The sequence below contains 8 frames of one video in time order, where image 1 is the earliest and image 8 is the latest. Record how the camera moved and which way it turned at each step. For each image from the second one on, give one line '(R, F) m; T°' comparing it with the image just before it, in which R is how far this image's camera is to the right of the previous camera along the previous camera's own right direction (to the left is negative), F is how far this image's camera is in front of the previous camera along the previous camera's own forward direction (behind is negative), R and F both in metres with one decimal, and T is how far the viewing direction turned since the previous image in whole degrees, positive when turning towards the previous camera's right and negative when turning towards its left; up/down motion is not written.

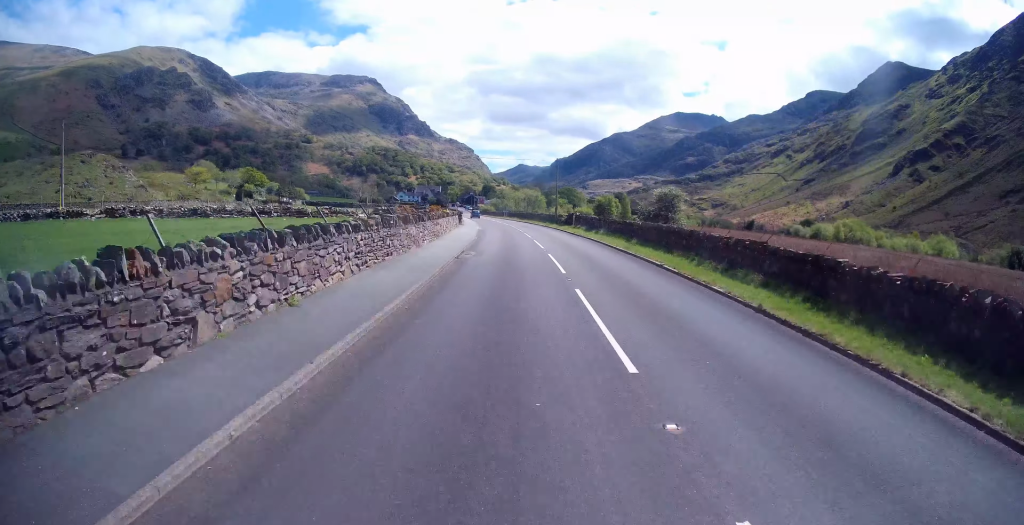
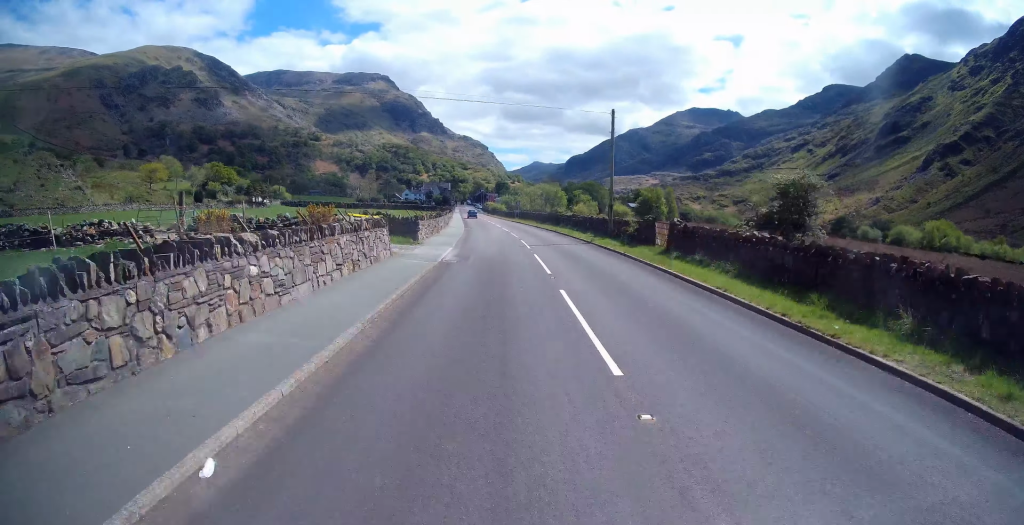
(+0.3, +27.1) m; 0°
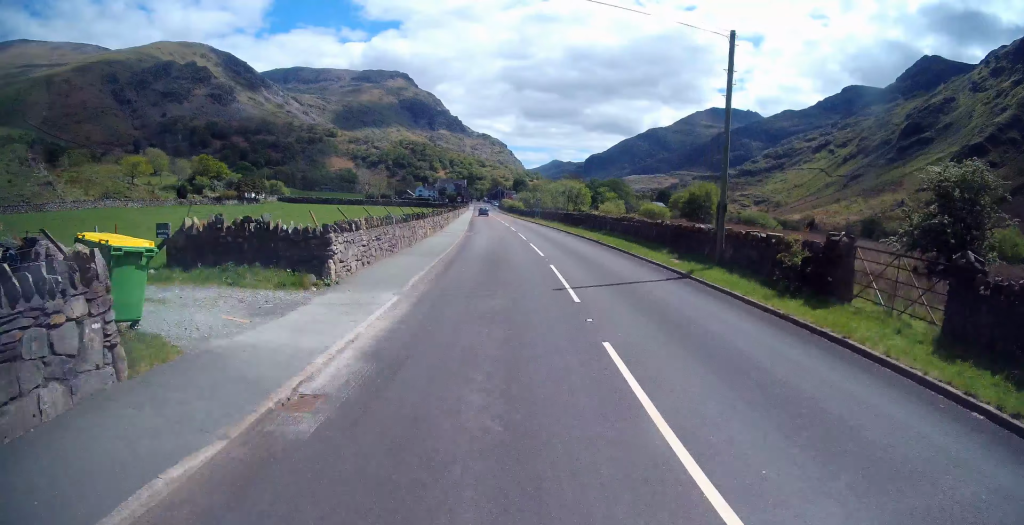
(0.0, +13.7) m; -1°
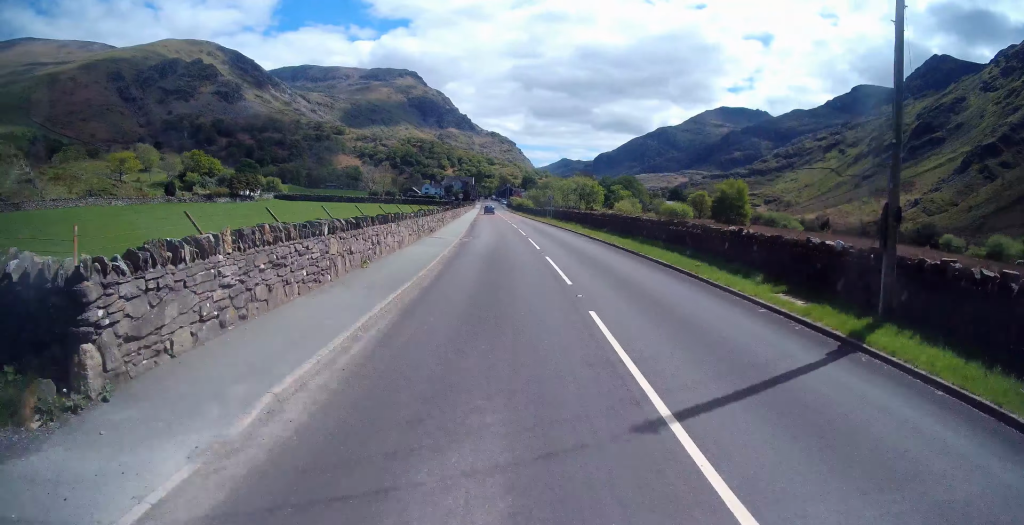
(-0.1, +7.2) m; -1°
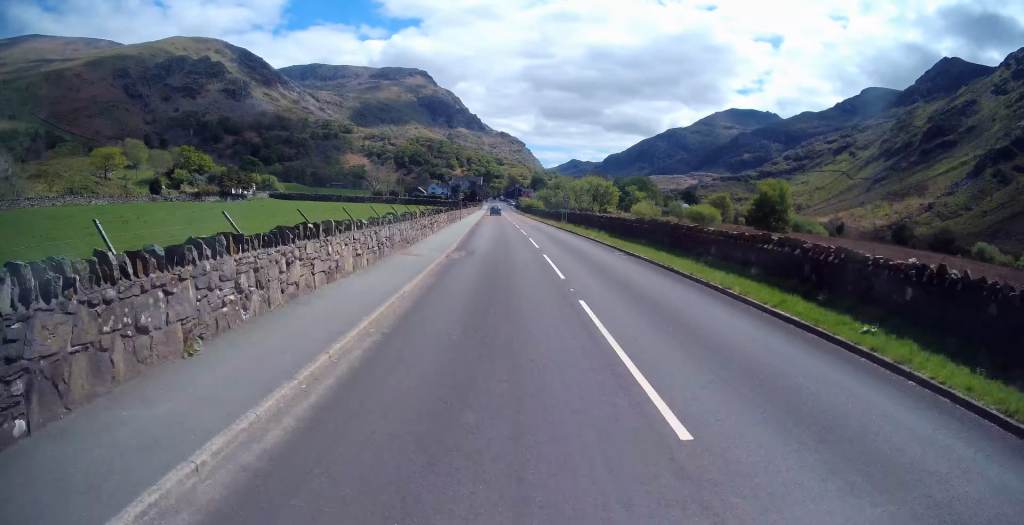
(0.0, +7.8) m; -1°
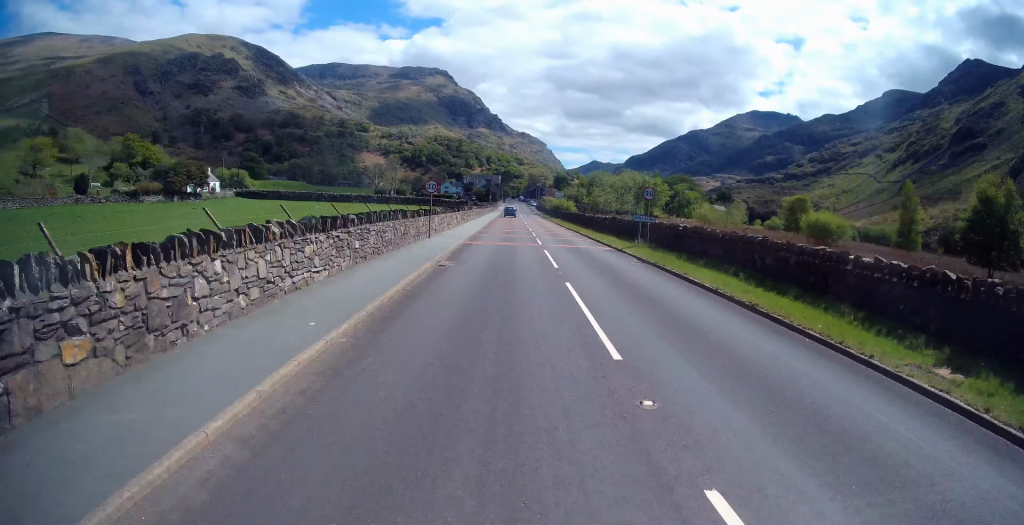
(-0.8, +25.7) m; -4°
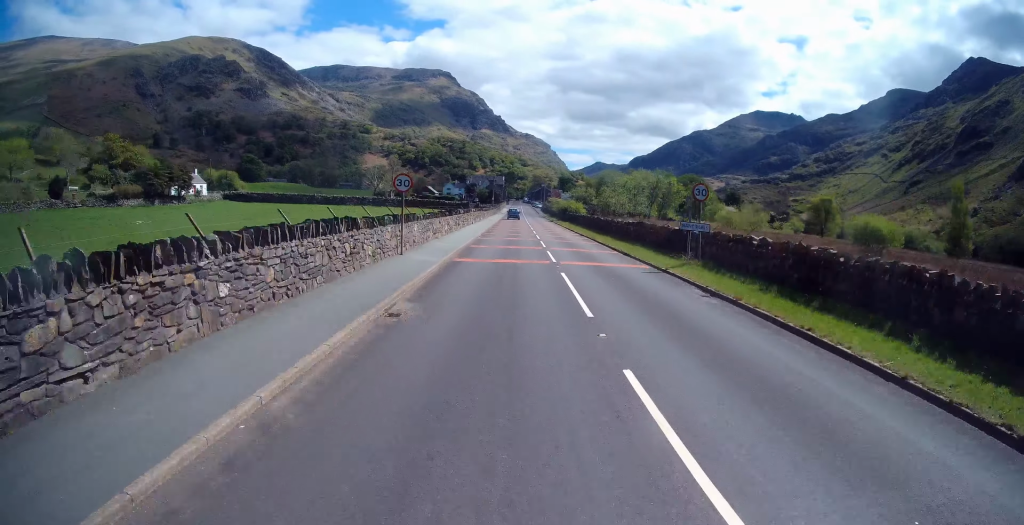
(0.0, +6.6) m; -1°
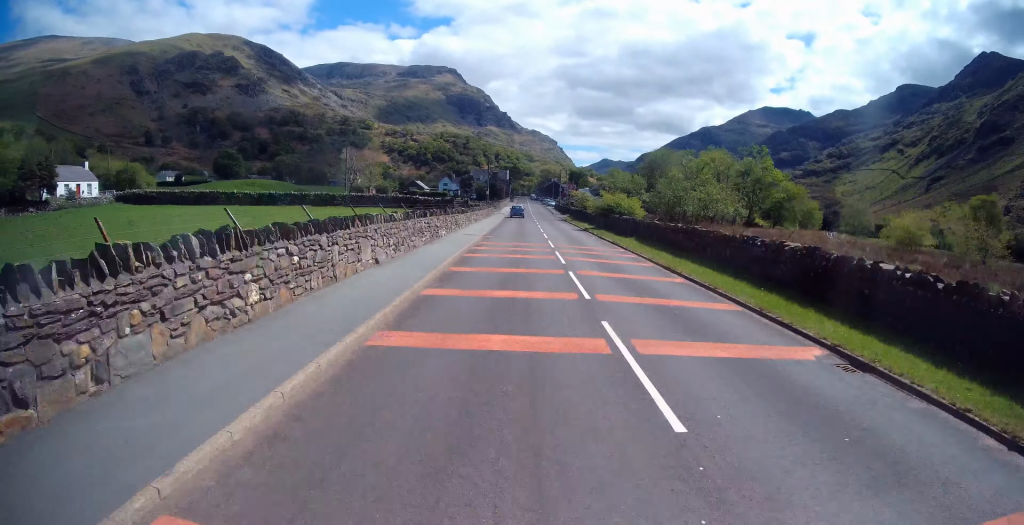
(-0.5, +32.8) m; +2°
